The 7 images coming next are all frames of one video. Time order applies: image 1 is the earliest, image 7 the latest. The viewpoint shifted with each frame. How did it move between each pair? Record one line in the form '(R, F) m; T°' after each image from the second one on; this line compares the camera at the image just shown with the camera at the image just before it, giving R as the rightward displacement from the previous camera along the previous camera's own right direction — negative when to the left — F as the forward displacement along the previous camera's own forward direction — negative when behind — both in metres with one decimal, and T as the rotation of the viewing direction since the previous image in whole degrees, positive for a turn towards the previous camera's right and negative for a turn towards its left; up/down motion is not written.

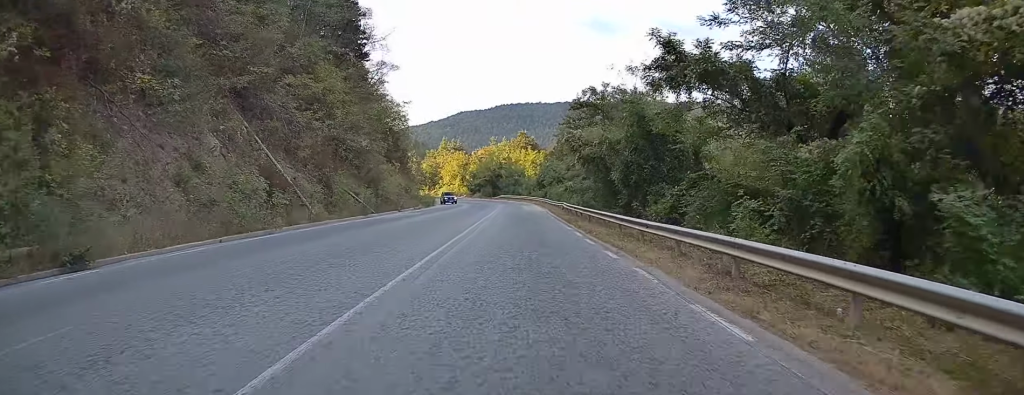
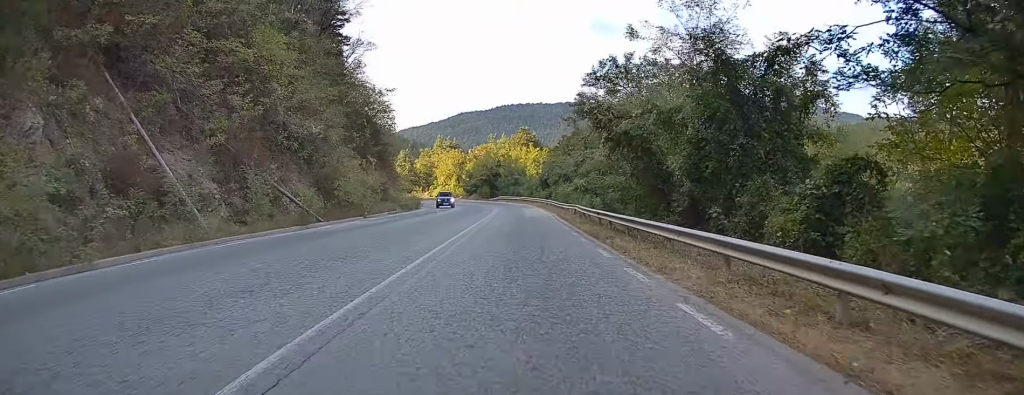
(0.0, +12.1) m; 0°
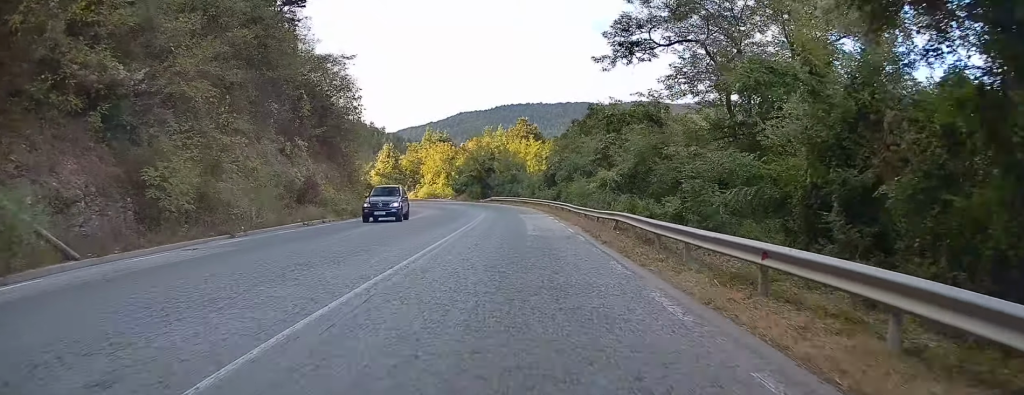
(0.0, +19.3) m; 0°
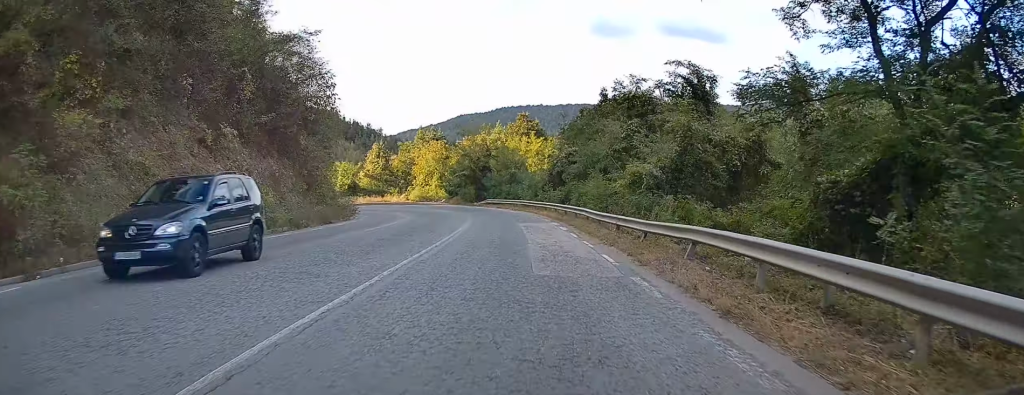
(0.0, +10.5) m; -1°
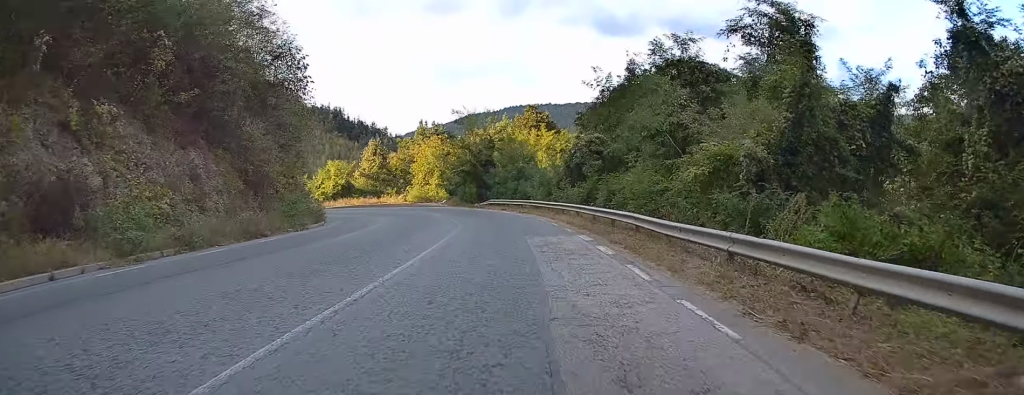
(-0.2, +10.6) m; 0°
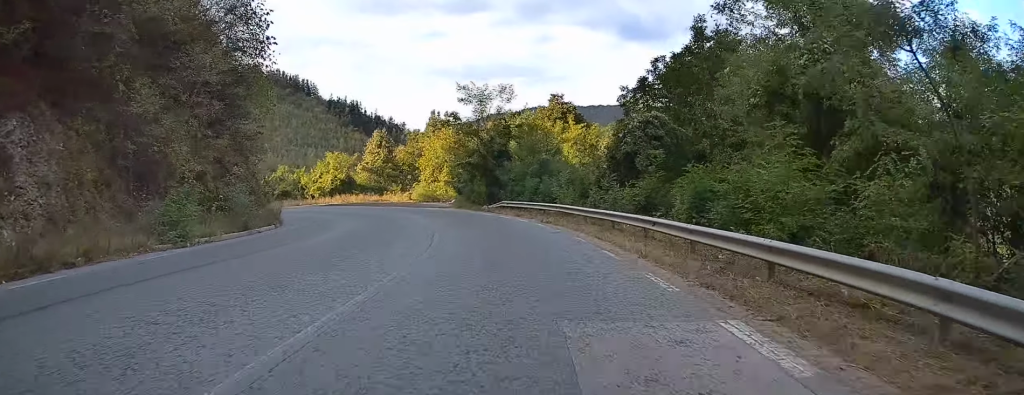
(0.0, +13.0) m; -1°
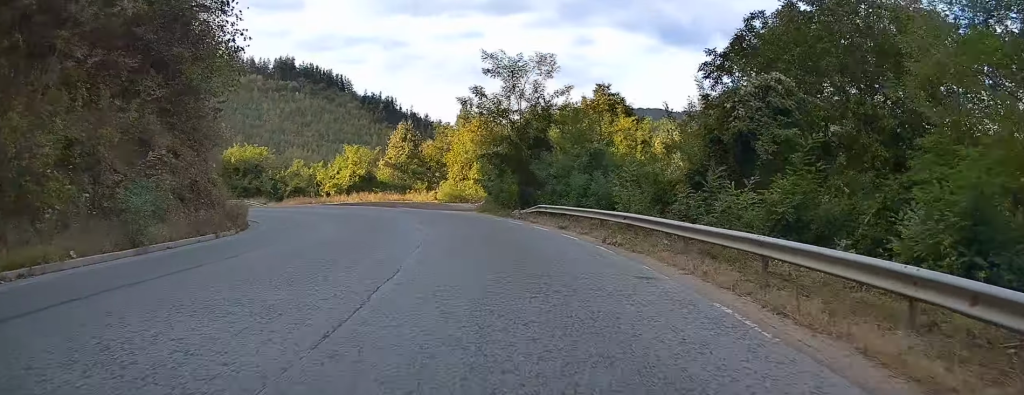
(+0.1, +10.9) m; -2°
